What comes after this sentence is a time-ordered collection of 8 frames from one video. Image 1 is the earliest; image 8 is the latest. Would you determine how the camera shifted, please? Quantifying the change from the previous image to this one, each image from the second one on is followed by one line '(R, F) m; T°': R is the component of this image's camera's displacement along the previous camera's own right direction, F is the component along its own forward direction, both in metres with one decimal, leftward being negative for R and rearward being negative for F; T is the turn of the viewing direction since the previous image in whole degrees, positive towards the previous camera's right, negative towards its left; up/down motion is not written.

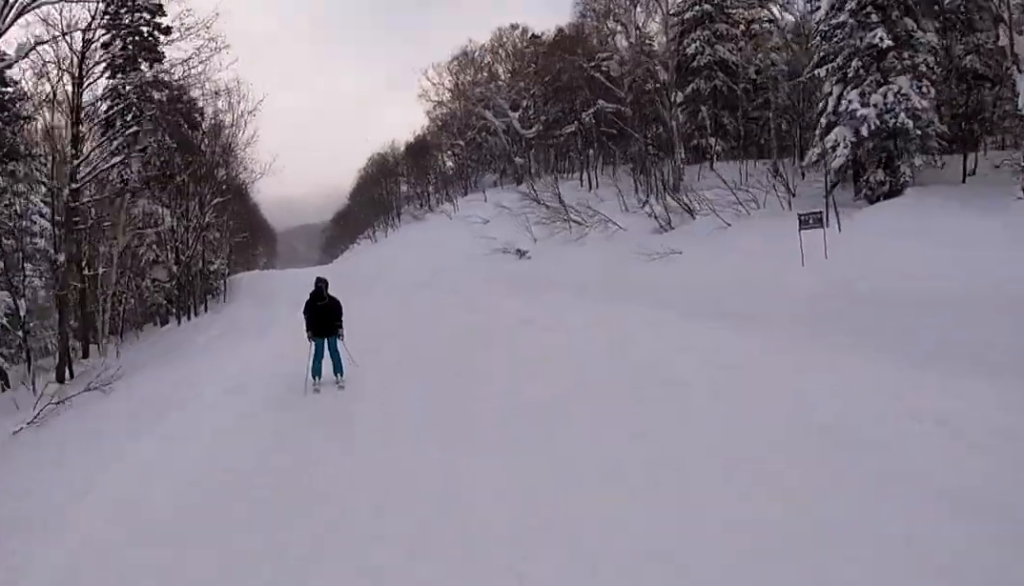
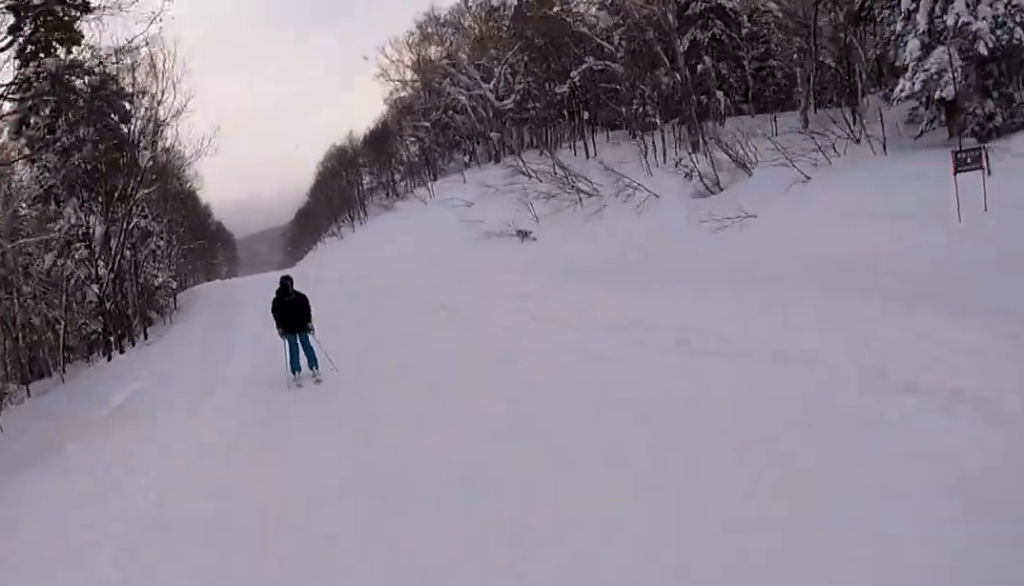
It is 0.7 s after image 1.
(+0.7, +6.6) m; +4°
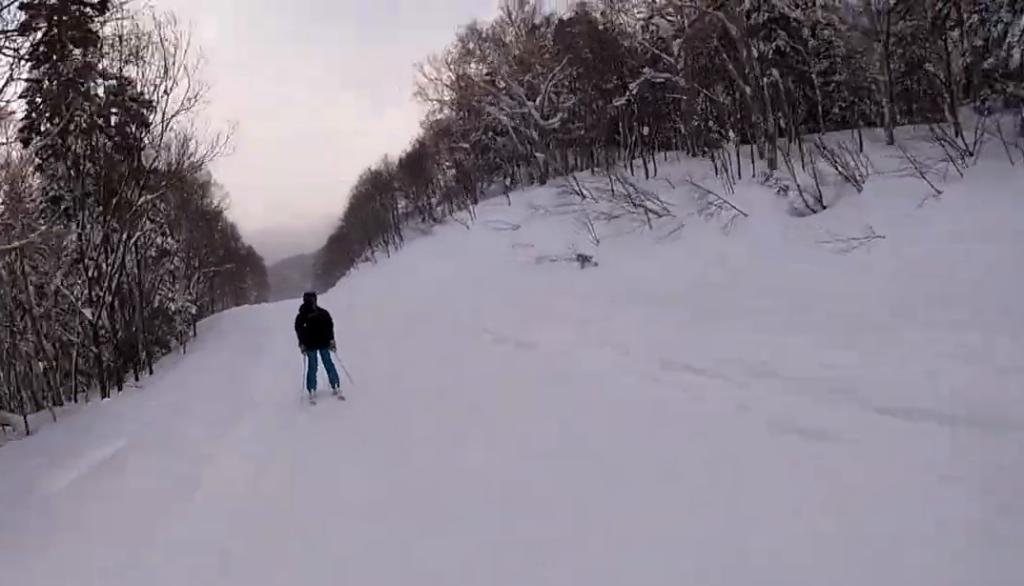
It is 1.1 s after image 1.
(+0.2, +3.6) m; +2°
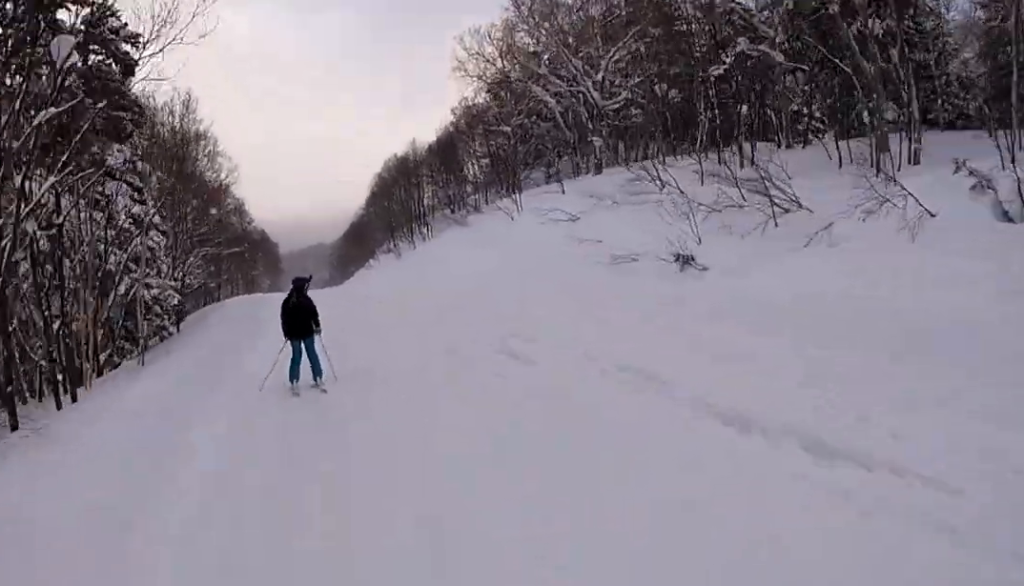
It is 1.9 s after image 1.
(-0.3, +7.0) m; 0°
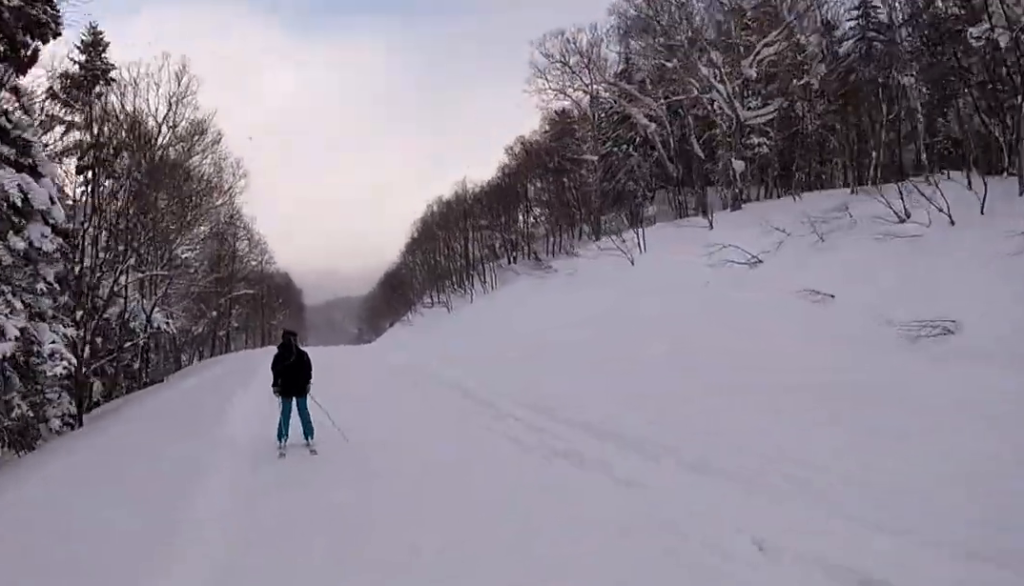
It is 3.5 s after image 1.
(+0.2, +13.6) m; 0°
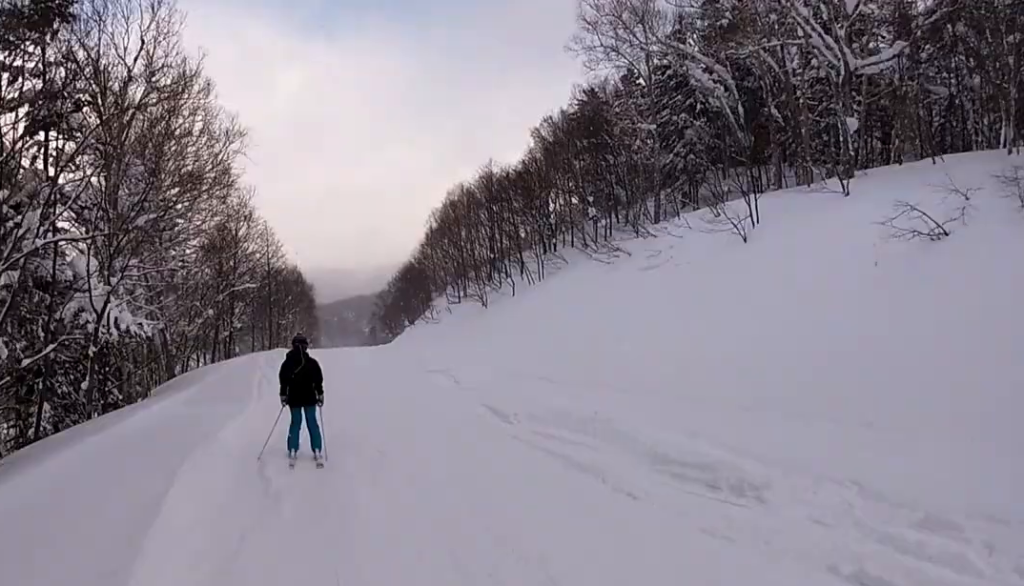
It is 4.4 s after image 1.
(-0.1, +7.4) m; 0°
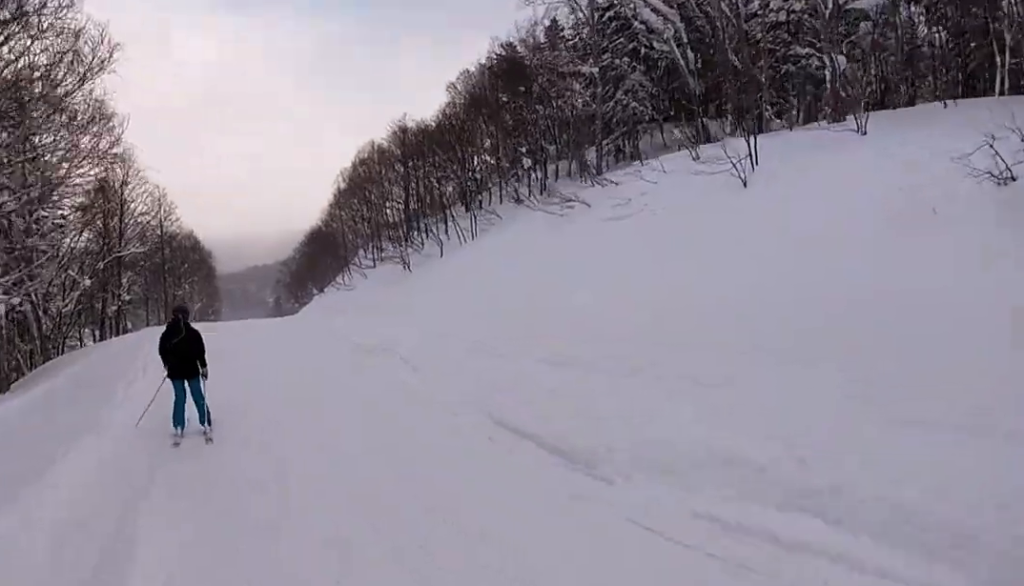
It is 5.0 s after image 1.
(+0.3, +5.4) m; 0°
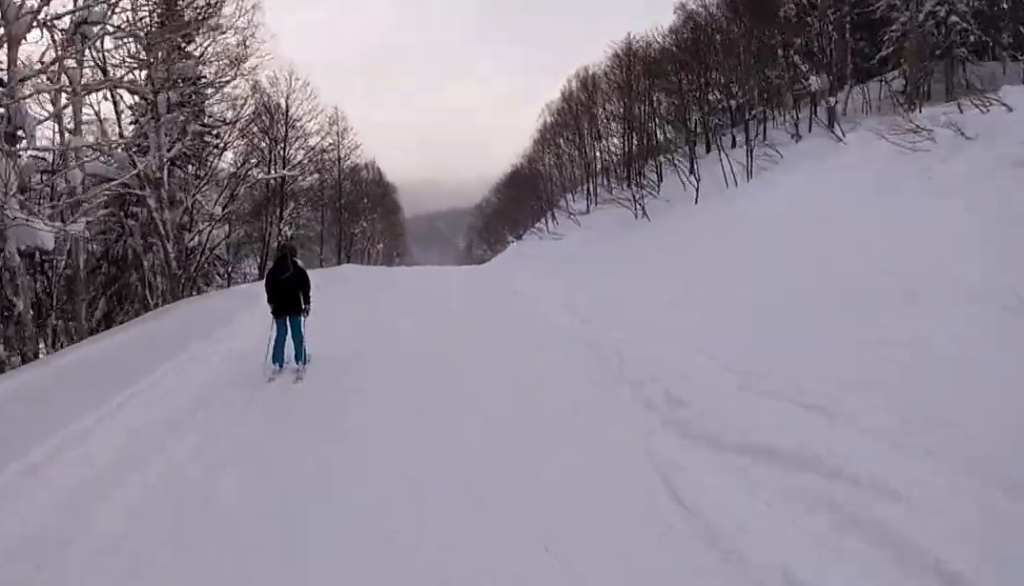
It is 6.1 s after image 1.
(-0.7, +9.3) m; -12°
